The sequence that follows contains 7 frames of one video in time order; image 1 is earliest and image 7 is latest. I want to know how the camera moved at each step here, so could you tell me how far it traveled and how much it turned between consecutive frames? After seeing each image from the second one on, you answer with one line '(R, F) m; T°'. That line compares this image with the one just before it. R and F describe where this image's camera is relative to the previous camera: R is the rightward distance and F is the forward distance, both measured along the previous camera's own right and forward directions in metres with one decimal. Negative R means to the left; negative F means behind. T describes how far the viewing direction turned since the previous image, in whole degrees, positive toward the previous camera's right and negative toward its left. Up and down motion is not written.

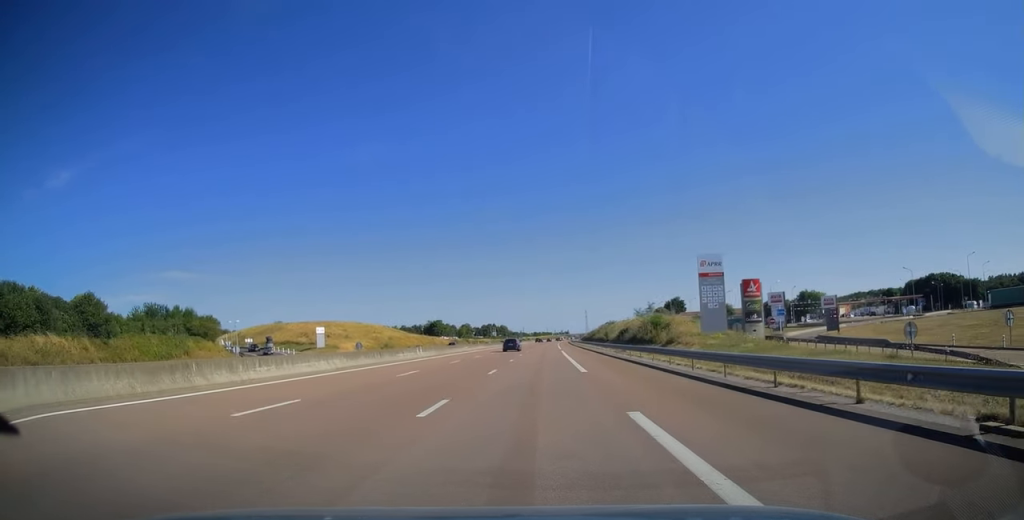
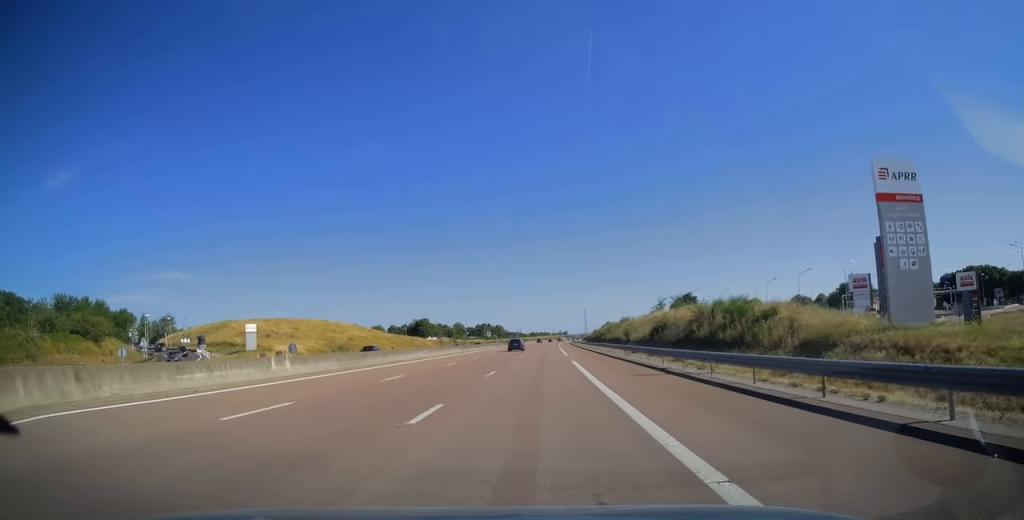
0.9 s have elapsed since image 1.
(+0.1, +26.8) m; 0°
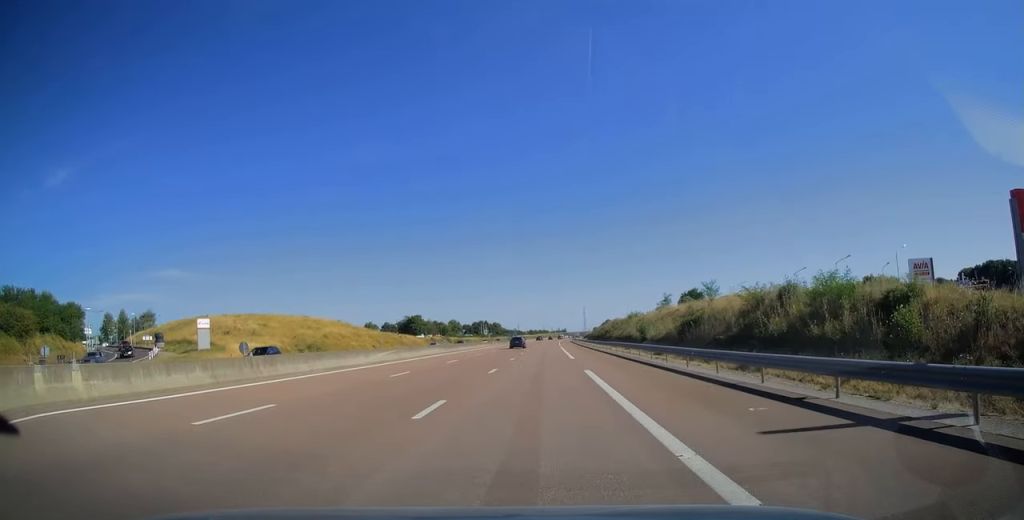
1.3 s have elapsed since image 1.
(0.0, +12.6) m; 0°
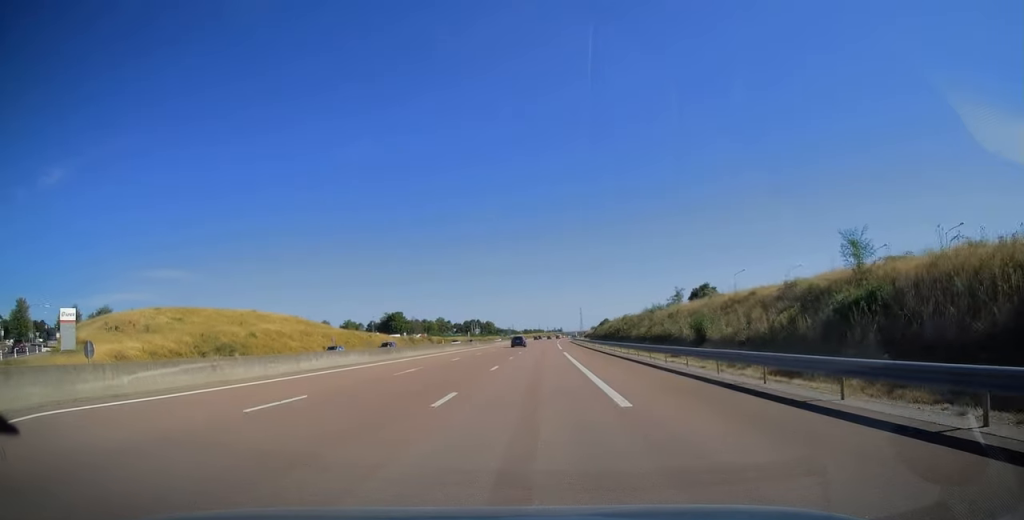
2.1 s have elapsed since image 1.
(+0.1, +24.3) m; 0°
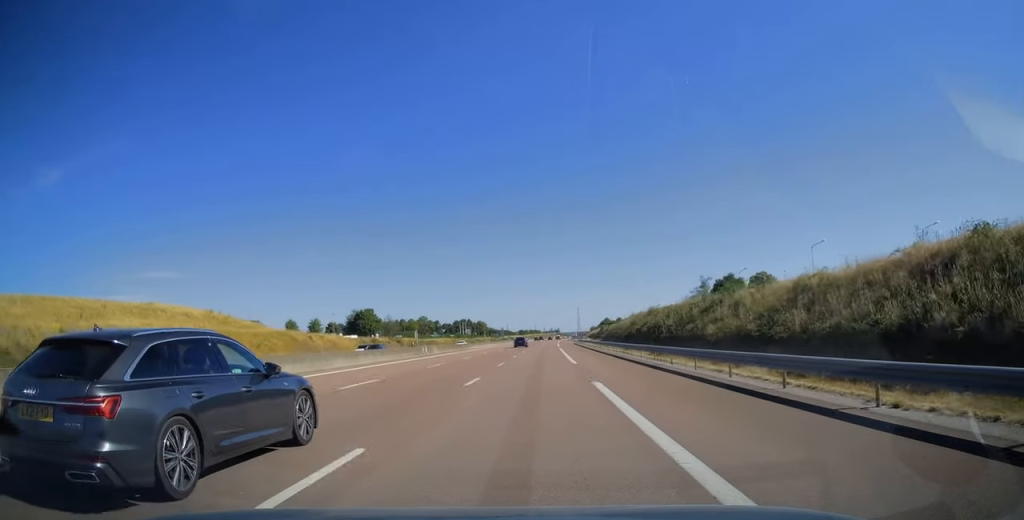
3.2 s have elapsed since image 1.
(+0.1, +33.4) m; 0°
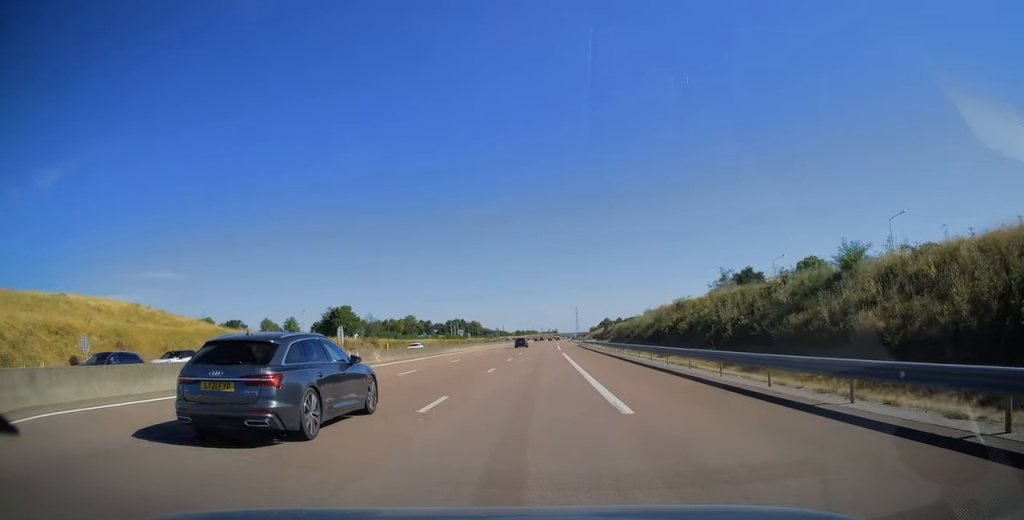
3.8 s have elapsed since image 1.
(0.0, +19.2) m; 0°
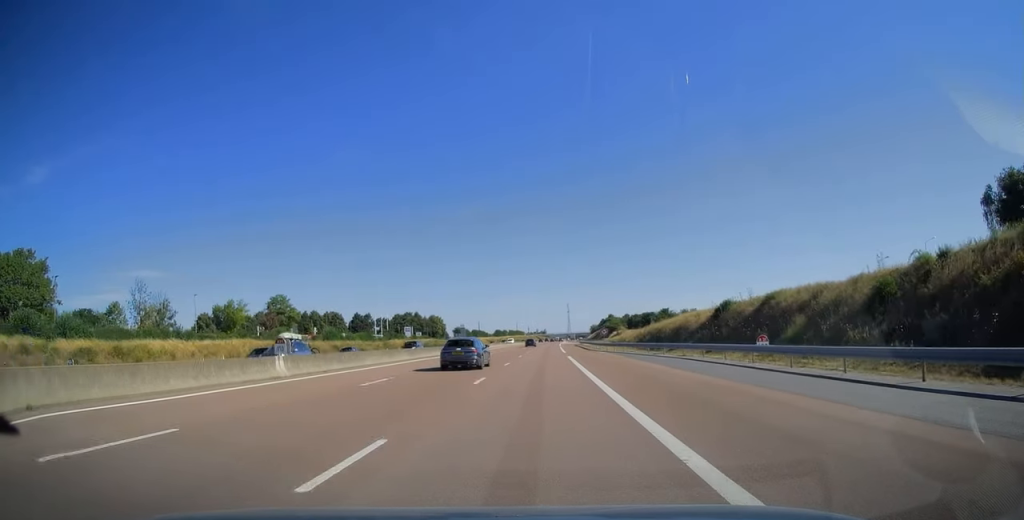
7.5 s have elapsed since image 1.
(+1.0, +109.7) m; +1°
